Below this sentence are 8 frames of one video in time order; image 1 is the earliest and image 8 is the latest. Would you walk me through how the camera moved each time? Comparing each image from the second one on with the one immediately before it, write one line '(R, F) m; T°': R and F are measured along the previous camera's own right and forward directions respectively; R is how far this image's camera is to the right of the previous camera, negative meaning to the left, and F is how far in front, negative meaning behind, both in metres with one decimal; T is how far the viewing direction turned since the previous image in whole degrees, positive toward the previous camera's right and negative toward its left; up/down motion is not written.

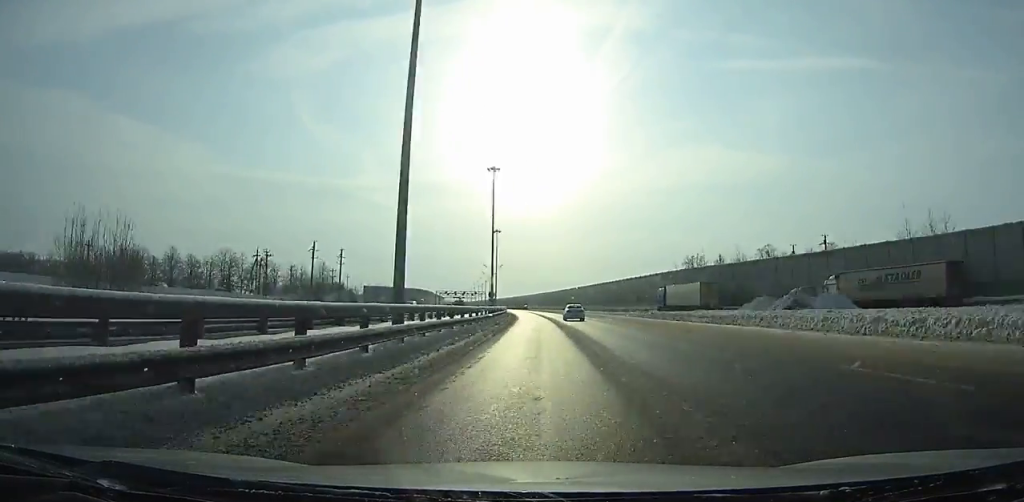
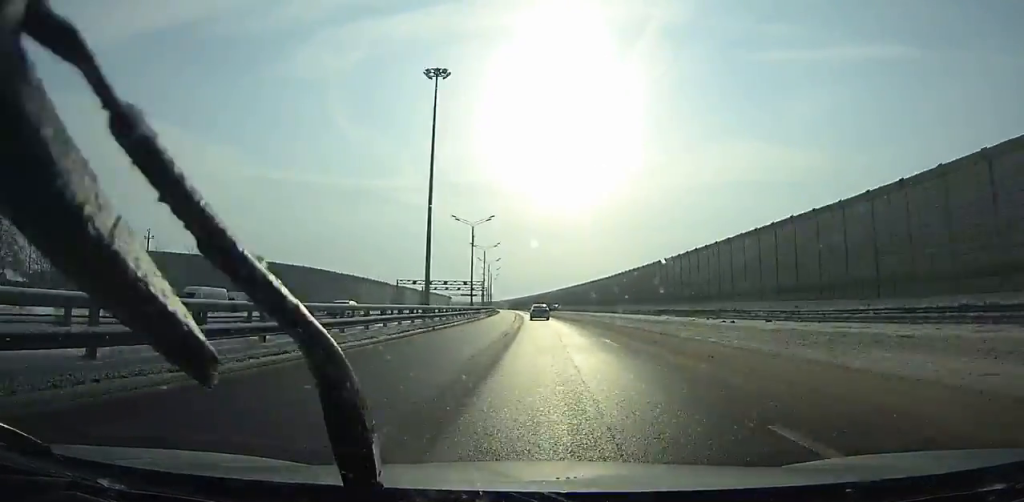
(-1.5, +99.3) m; -4°
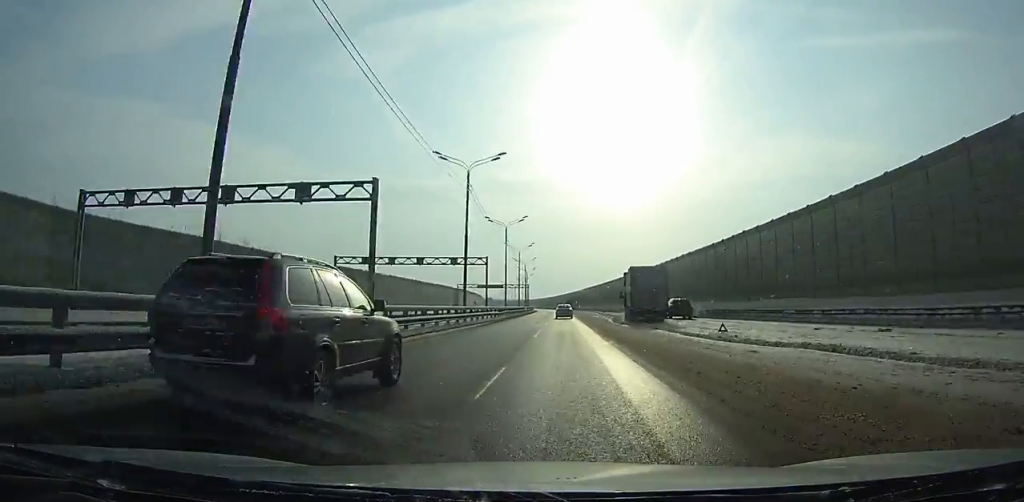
(-5.4, +106.9) m; -4°
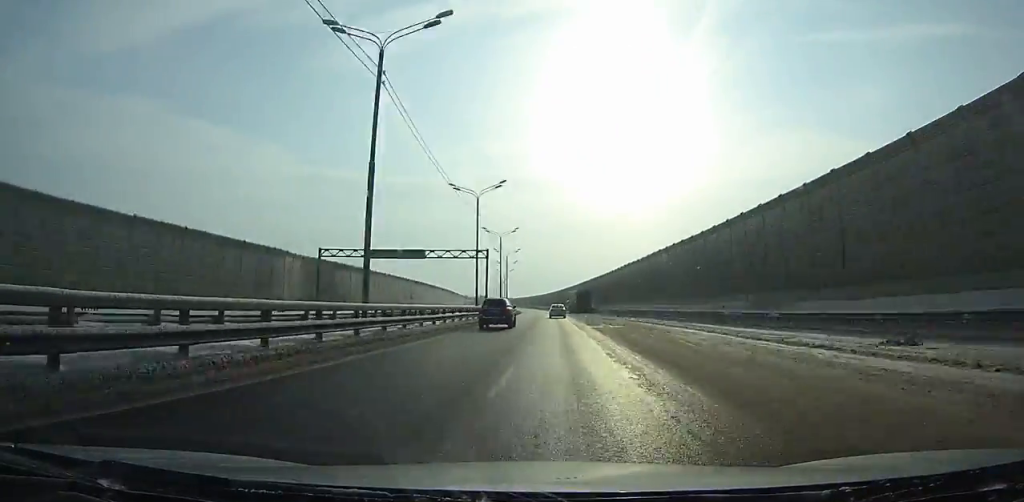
(-1.3, +97.2) m; -2°
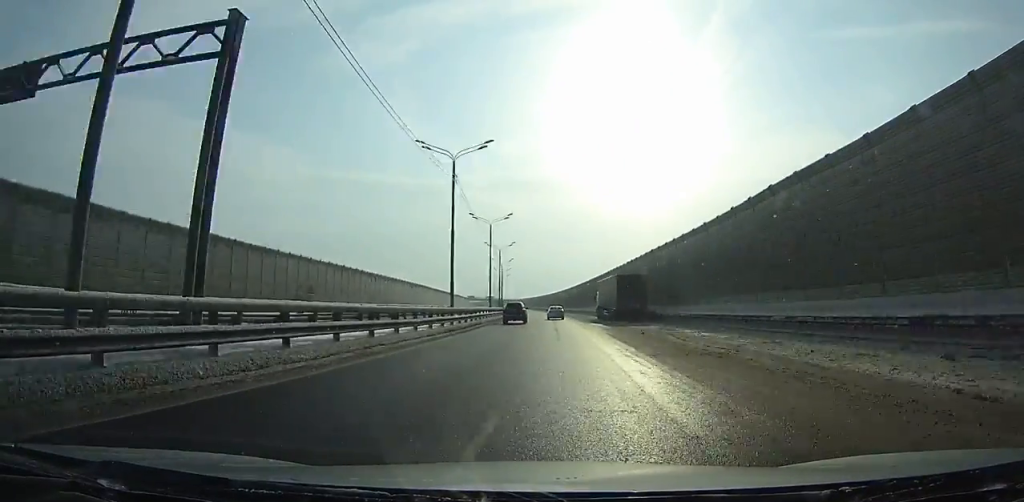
(-1.0, +52.3) m; -2°
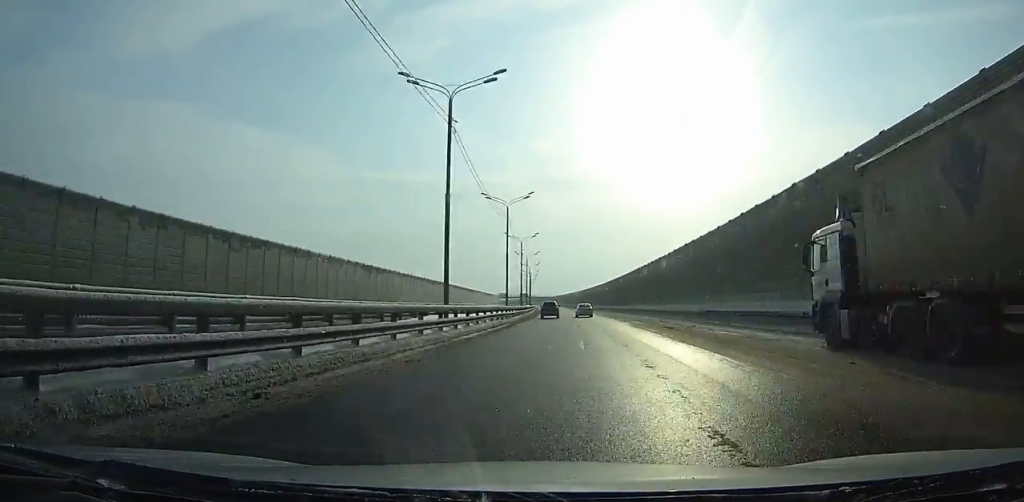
(-0.8, +50.0) m; -2°
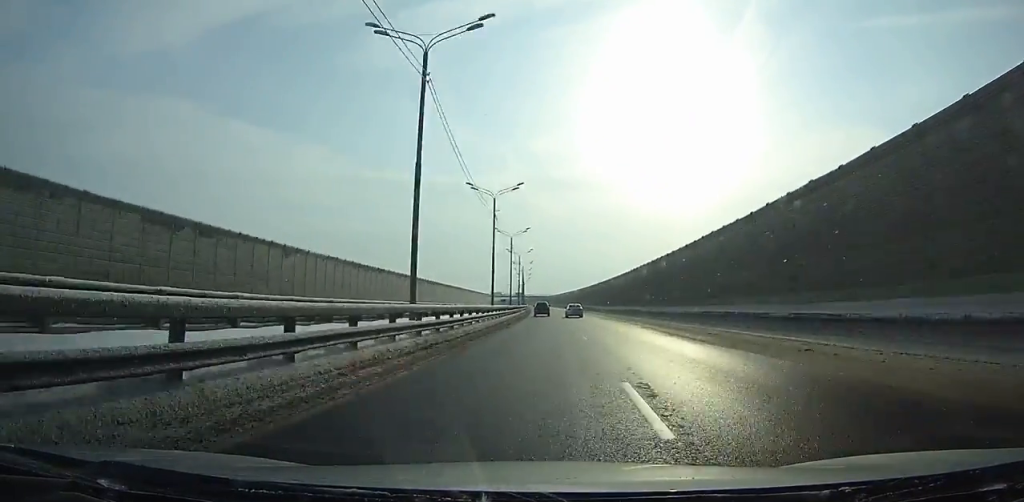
(-0.4, +43.0) m; -1°
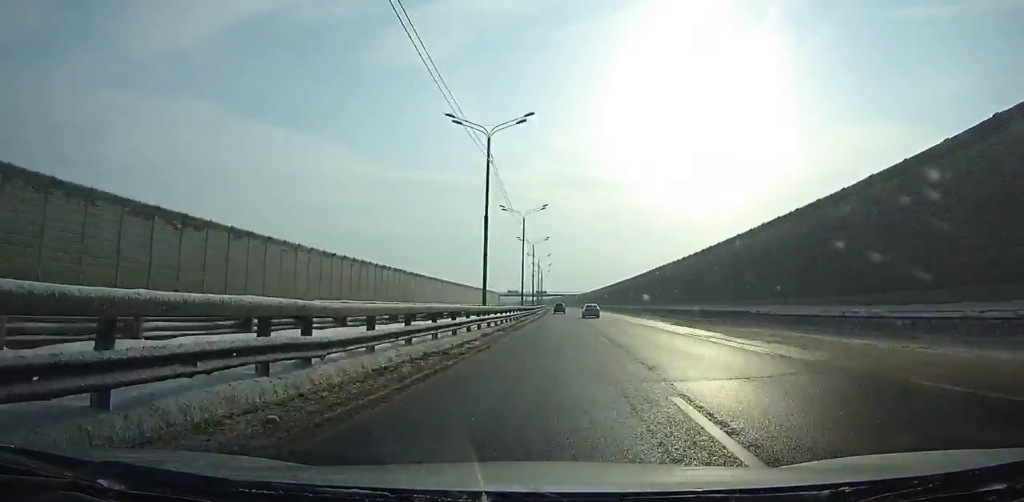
(-1.8, +98.6) m; -1°
